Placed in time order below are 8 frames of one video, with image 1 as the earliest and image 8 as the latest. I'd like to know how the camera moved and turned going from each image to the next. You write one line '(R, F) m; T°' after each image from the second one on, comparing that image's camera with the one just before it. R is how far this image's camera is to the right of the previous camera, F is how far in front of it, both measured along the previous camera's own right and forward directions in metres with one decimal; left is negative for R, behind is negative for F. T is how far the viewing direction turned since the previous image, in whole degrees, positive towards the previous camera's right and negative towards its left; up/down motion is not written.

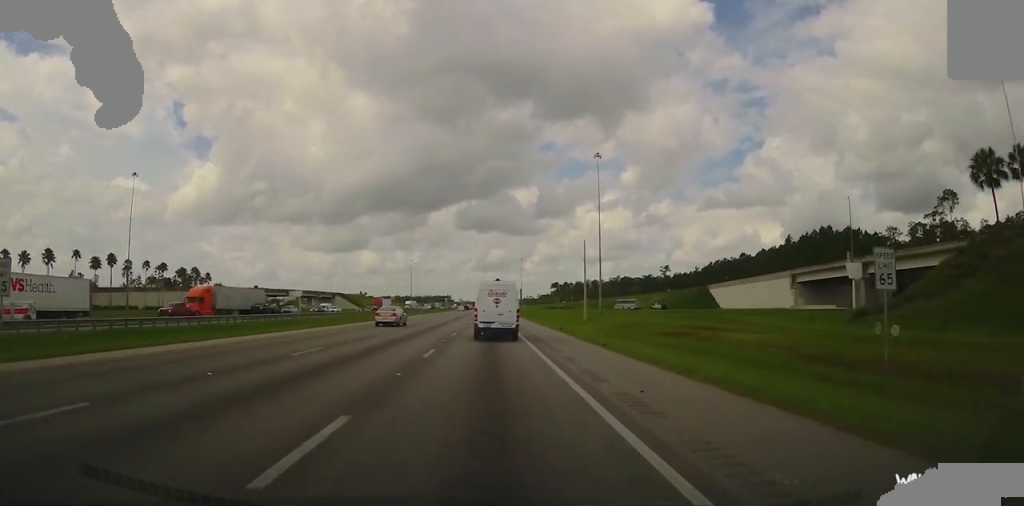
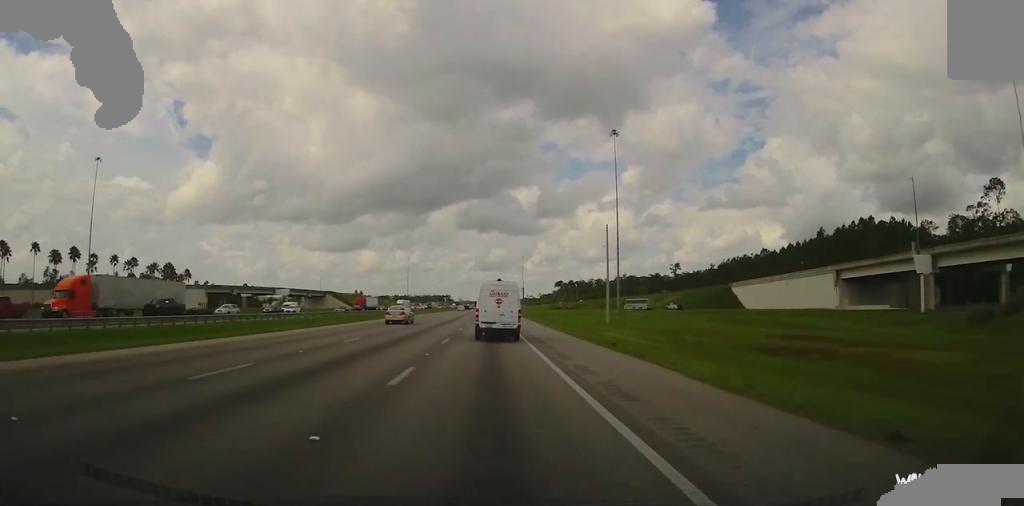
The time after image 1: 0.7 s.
(-0.3, +17.9) m; 0°
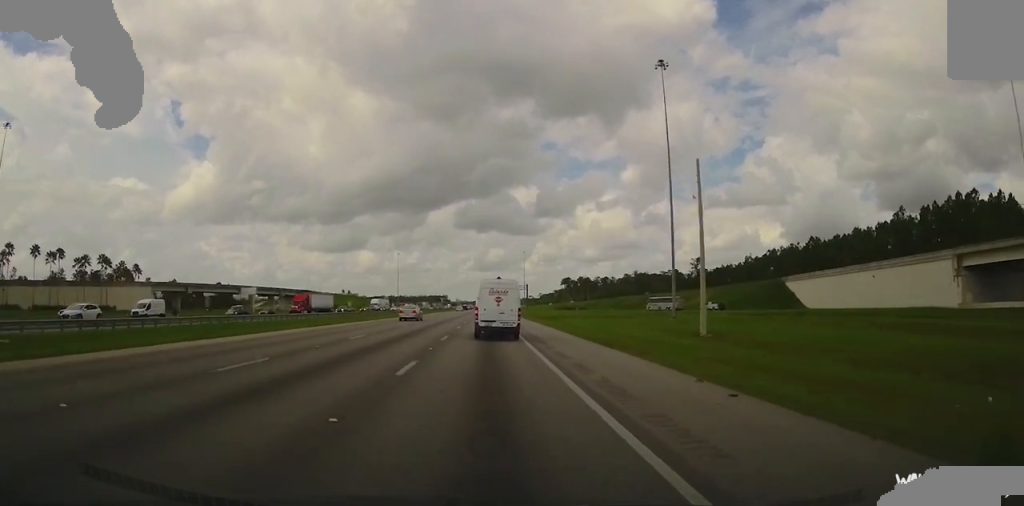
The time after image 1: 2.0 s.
(+0.7, +34.6) m; +1°
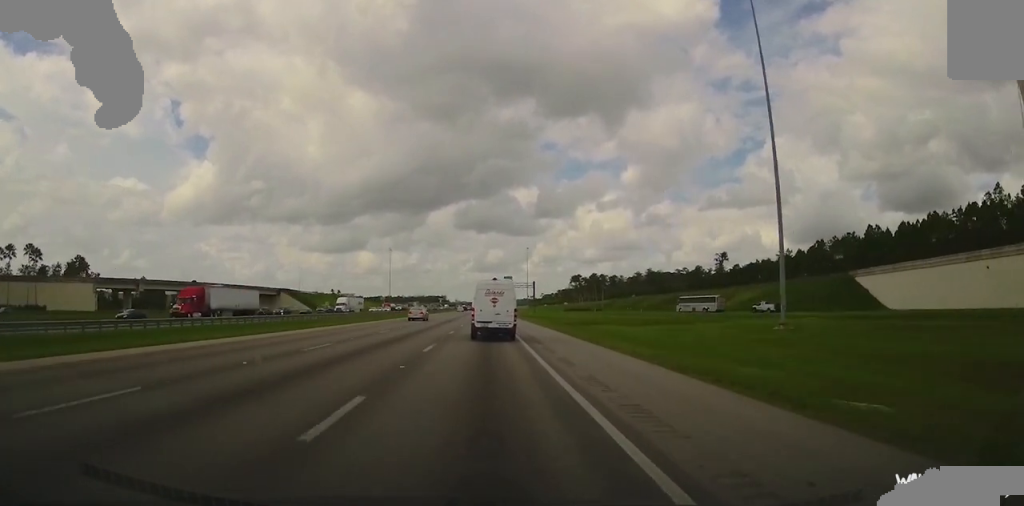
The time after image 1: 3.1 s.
(-0.2, +30.0) m; 0°
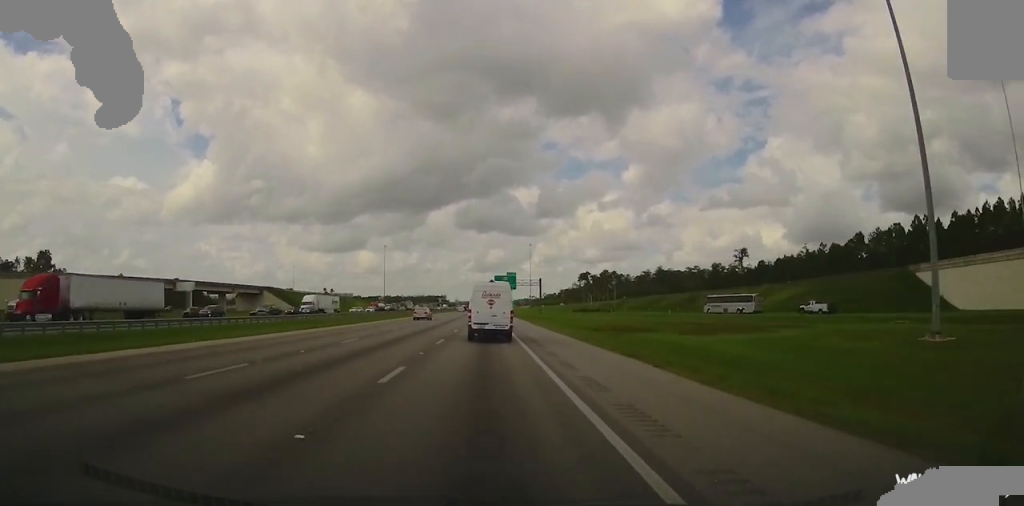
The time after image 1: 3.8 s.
(+0.2, +19.1) m; 0°
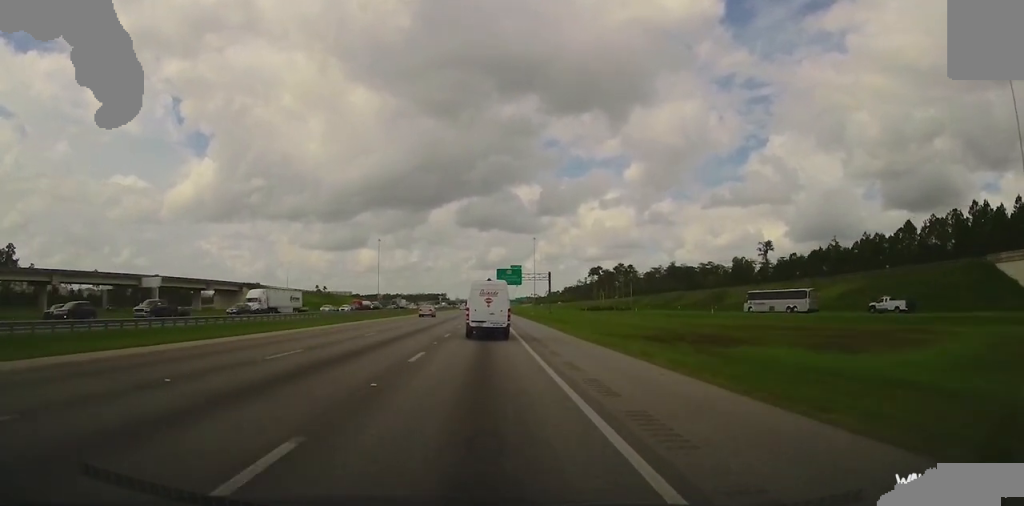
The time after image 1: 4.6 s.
(-0.3, +20.0) m; -1°
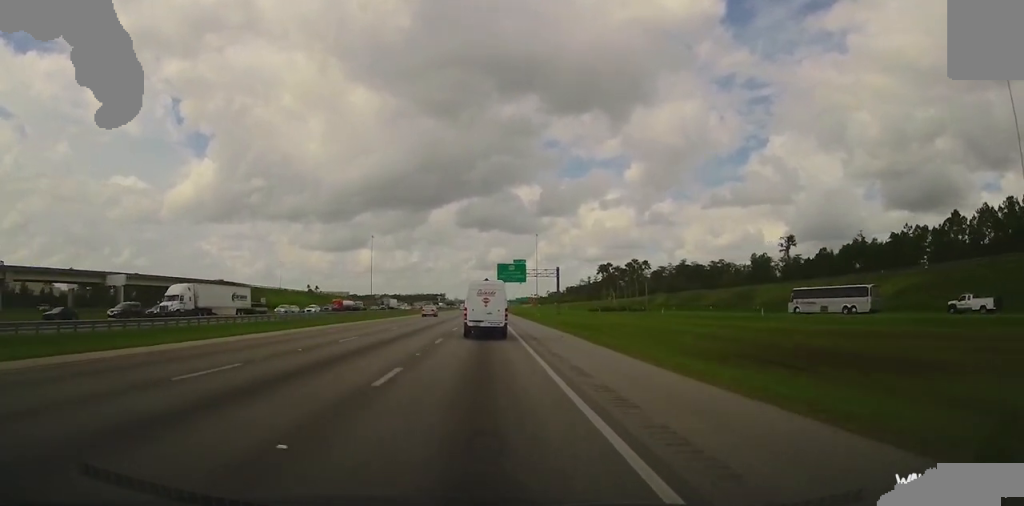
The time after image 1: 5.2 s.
(-0.1, +16.5) m; 0°
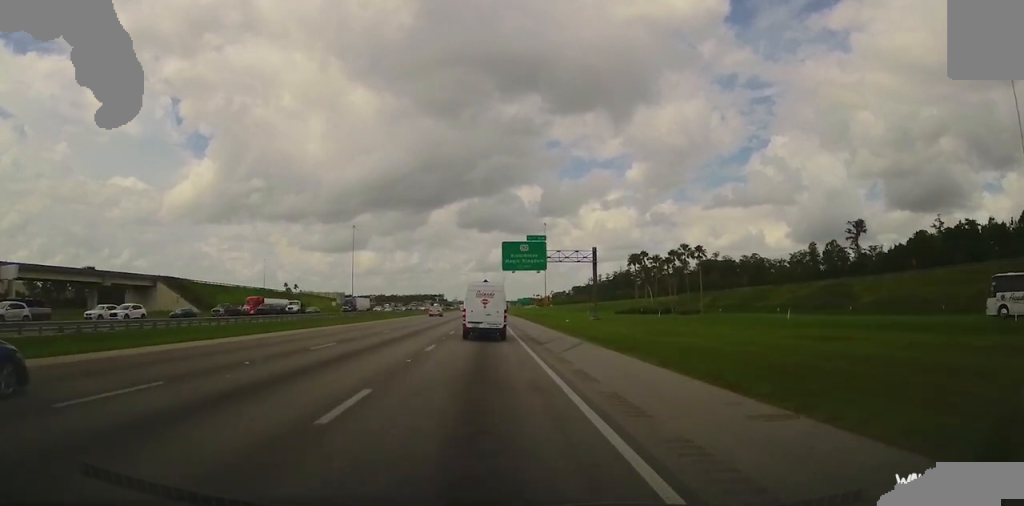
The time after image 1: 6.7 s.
(0.0, +39.6) m; -1°
